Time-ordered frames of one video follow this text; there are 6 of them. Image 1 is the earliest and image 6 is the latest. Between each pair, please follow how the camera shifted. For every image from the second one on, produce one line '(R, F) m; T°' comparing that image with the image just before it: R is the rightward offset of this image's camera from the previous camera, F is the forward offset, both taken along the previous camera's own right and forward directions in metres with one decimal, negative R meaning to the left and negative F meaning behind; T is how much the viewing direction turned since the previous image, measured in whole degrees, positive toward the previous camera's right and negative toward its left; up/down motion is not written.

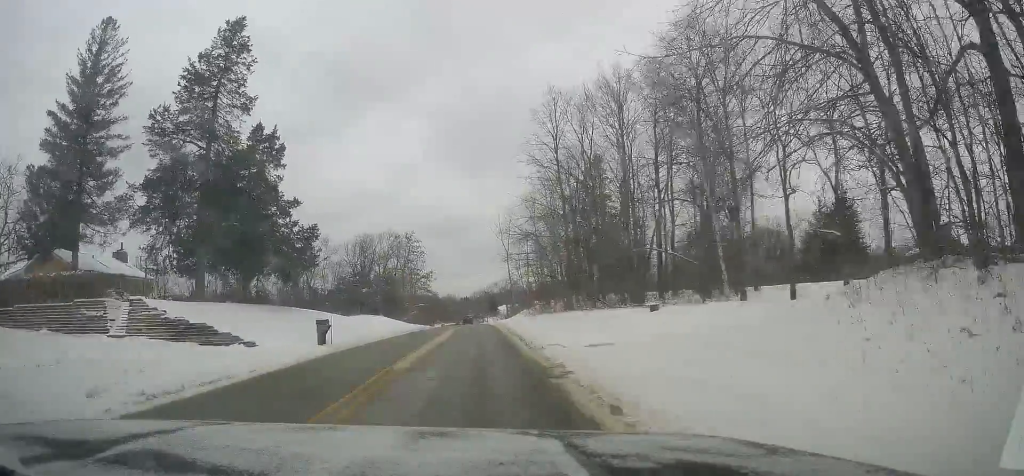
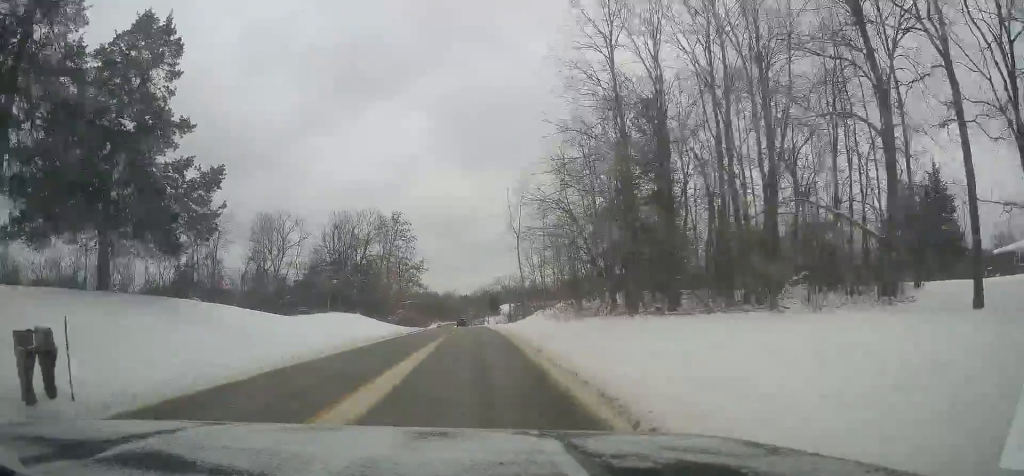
(-0.1, +19.1) m; 0°
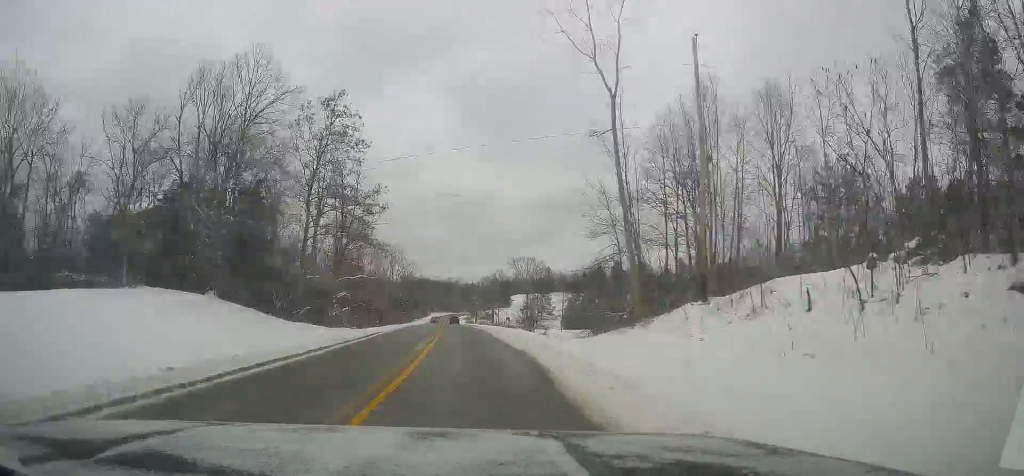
(-0.4, +46.0) m; -1°
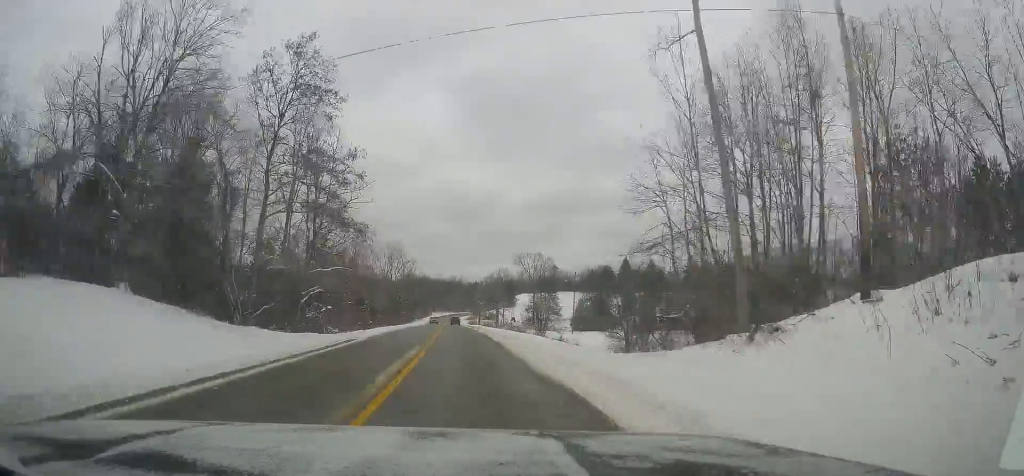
(+0.1, +9.6) m; 0°
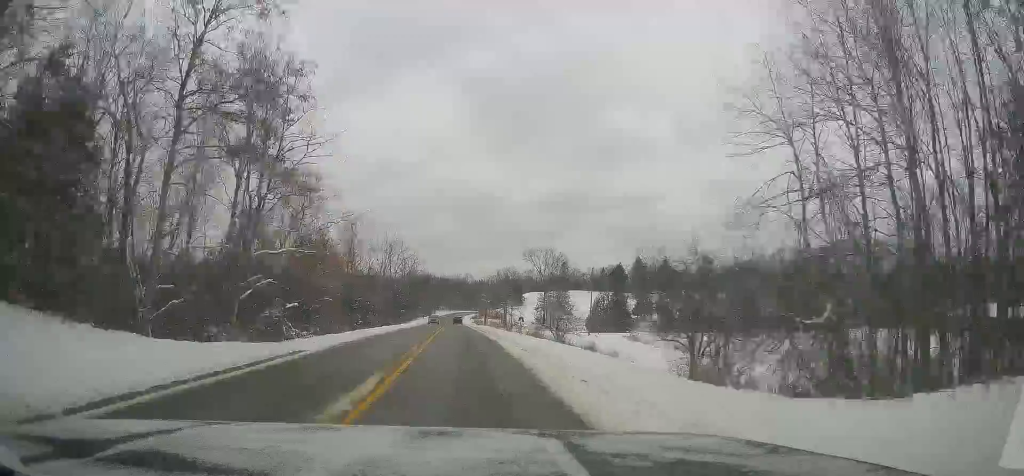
(-0.2, +11.6) m; -1°
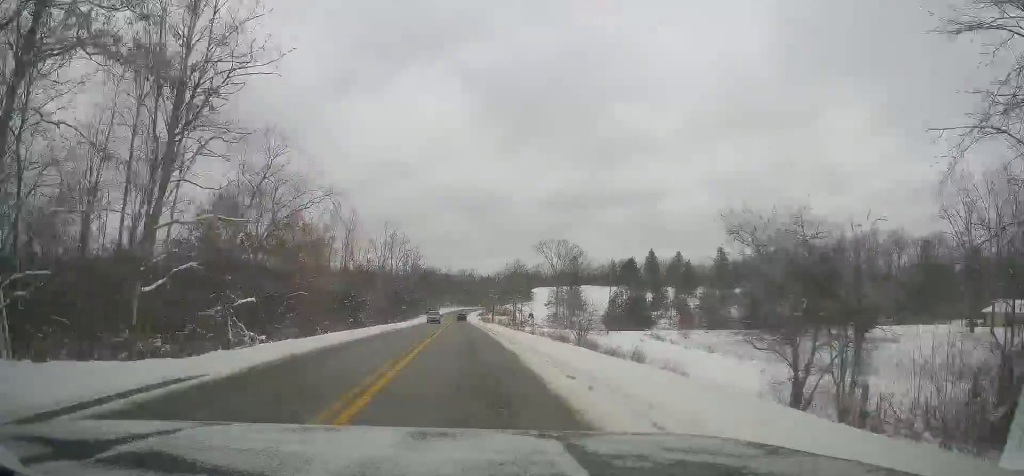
(-0.1, +9.6) m; 0°
